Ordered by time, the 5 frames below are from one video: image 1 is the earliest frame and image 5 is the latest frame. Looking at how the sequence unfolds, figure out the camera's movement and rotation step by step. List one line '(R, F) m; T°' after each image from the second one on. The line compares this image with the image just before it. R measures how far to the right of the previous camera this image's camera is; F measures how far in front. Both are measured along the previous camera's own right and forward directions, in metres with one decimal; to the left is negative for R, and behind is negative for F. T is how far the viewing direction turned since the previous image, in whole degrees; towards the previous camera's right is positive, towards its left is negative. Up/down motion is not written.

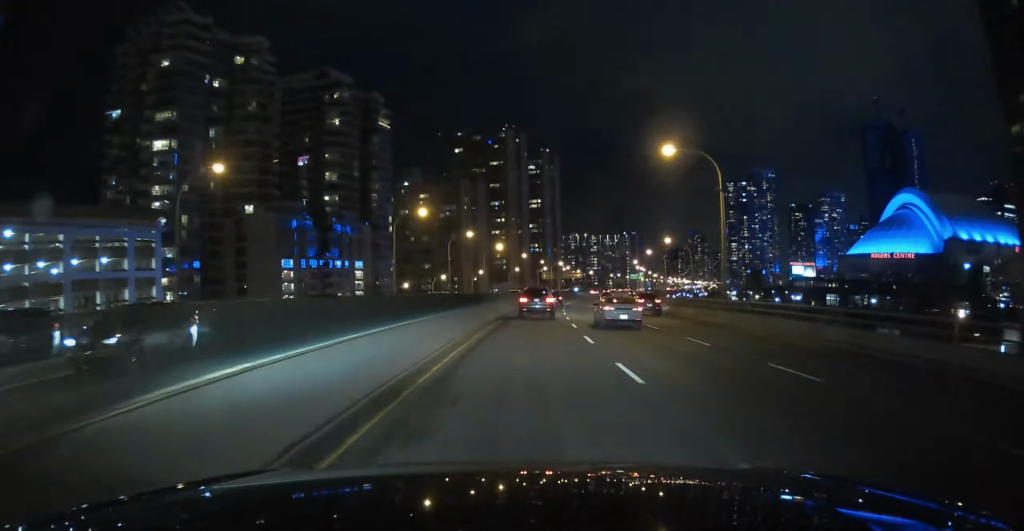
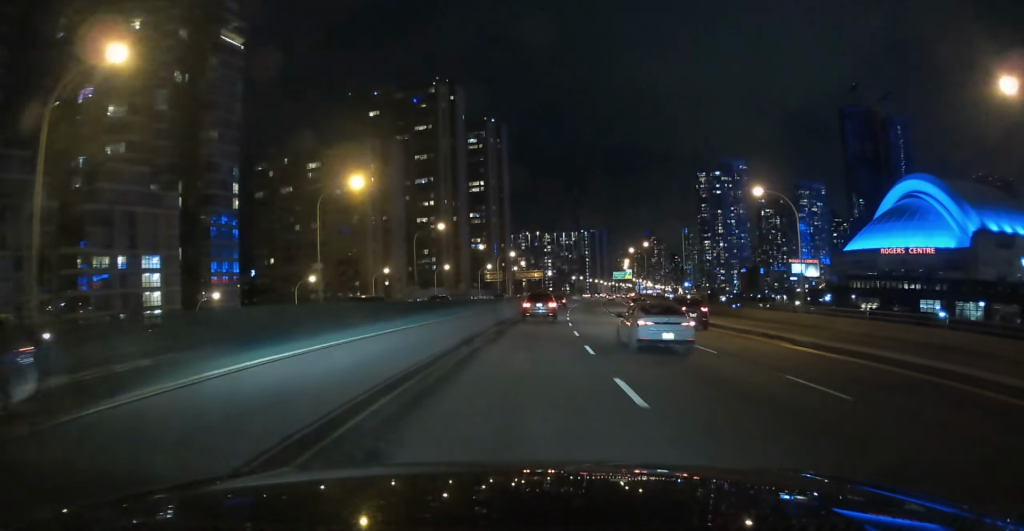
(+3.7, +81.2) m; +6°
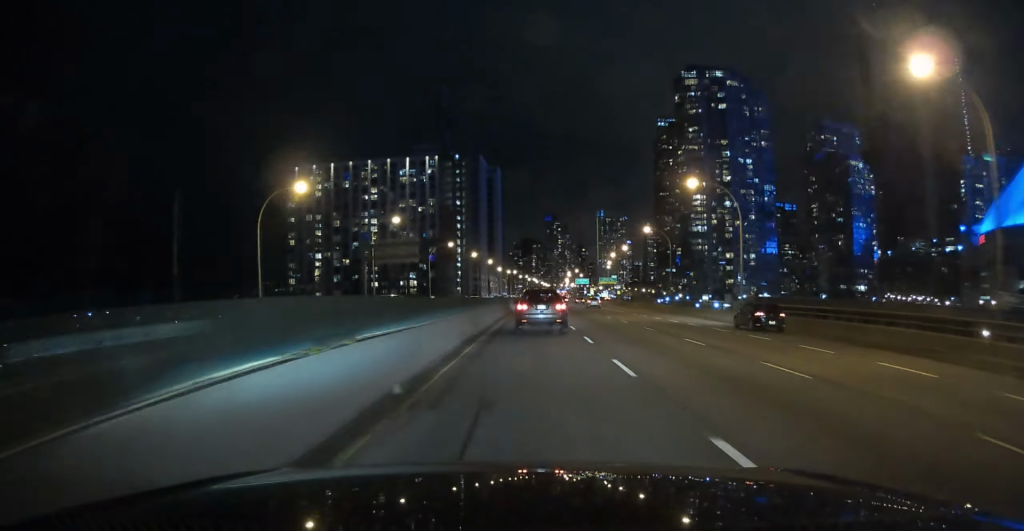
(+37.1, +279.7) m; +12°
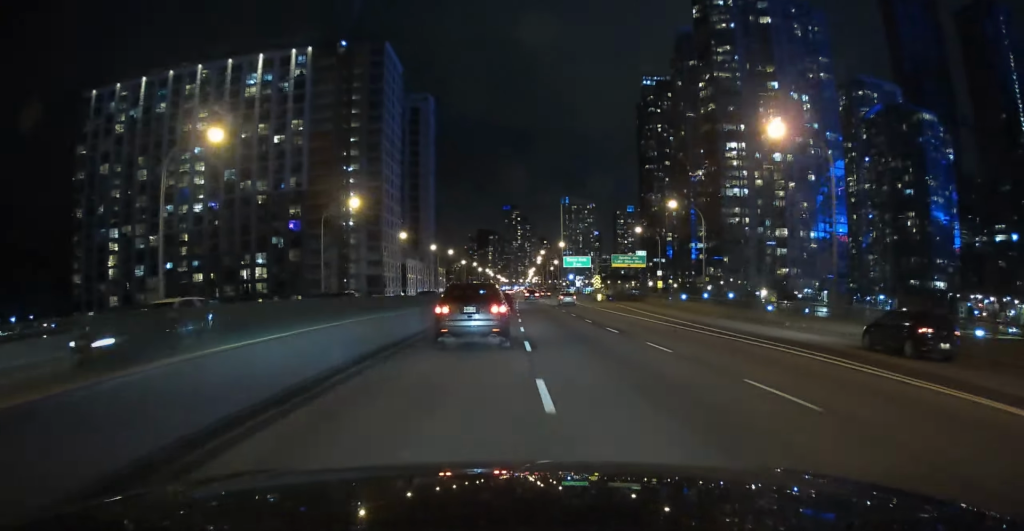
(+1.4, +100.4) m; +2°
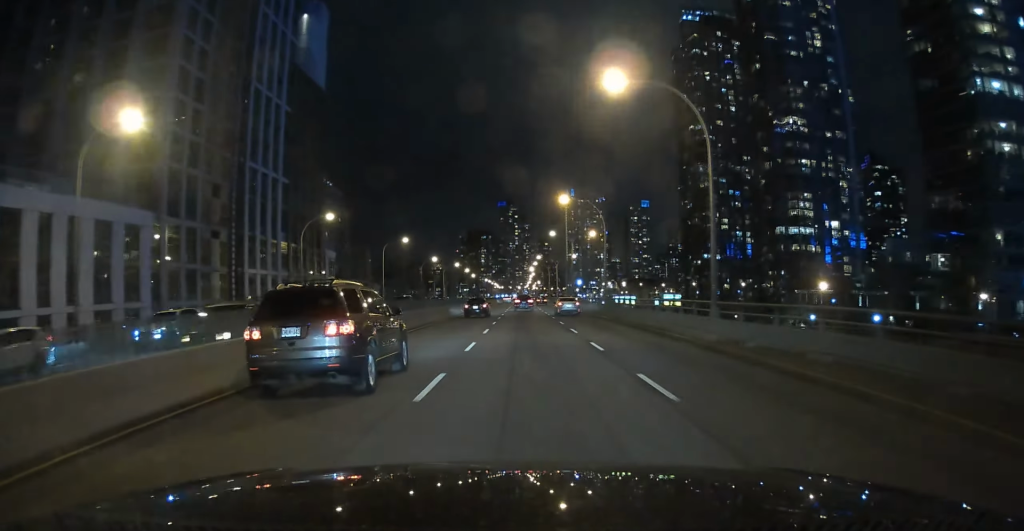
(+1.5, +118.7) m; 0°
